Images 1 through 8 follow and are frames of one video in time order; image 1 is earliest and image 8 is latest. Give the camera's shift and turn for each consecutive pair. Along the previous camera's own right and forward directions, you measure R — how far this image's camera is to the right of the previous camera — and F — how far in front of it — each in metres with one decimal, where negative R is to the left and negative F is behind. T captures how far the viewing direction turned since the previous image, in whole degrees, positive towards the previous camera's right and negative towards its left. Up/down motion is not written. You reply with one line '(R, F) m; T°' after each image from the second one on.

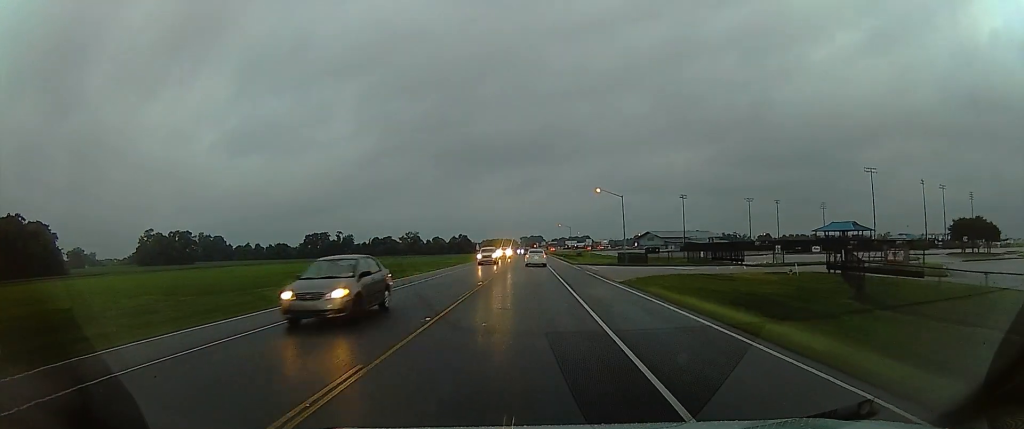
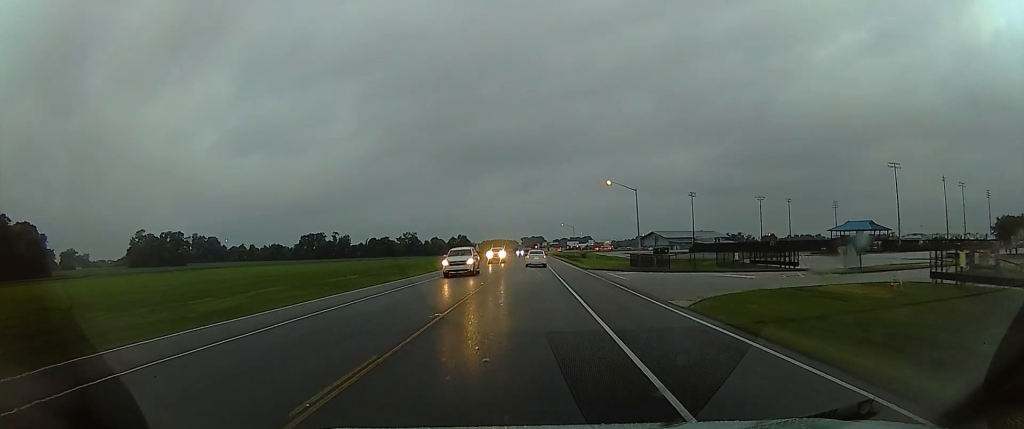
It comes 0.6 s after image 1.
(0.0, +11.4) m; 0°
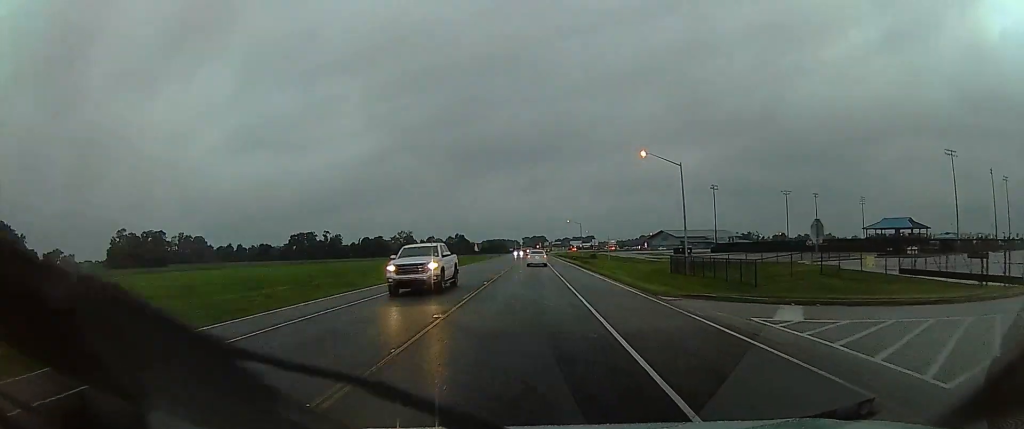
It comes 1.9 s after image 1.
(-0.3, +24.2) m; -1°
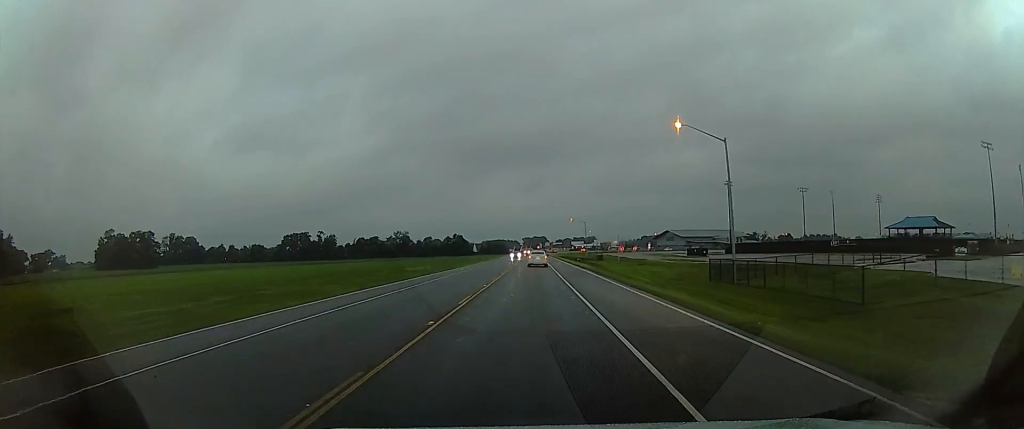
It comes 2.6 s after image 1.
(0.0, +13.4) m; 0°
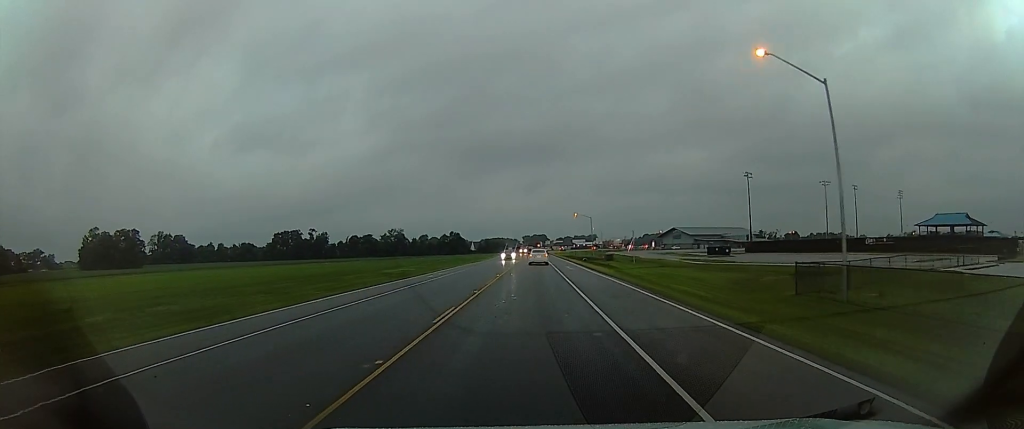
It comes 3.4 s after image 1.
(0.0, +16.5) m; +1°
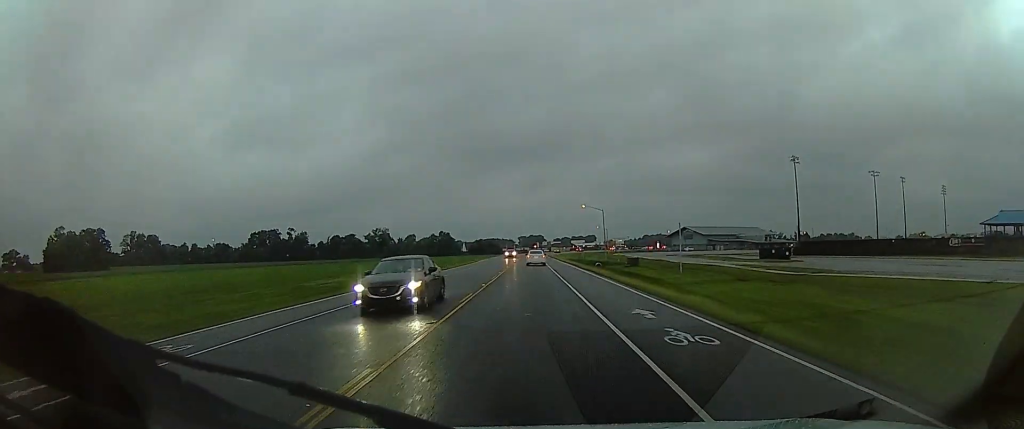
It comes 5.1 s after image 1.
(0.0, +31.5) m; -1°
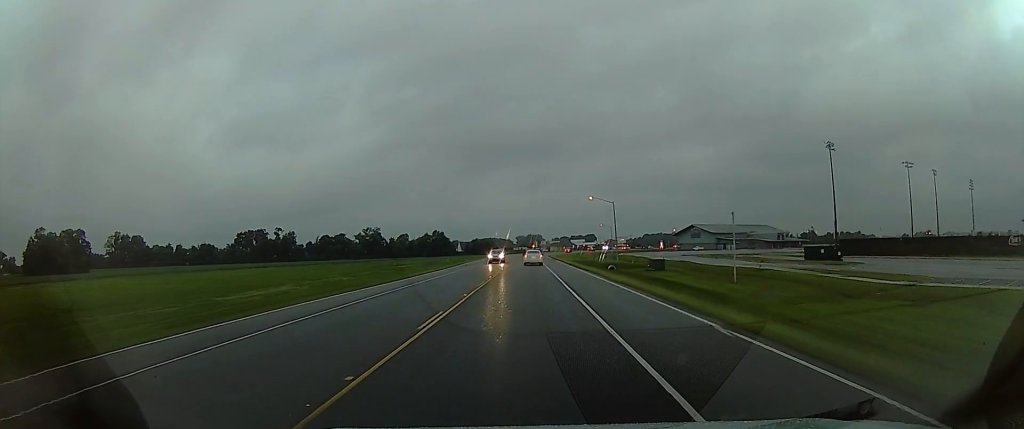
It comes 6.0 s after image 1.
(-0.1, +17.7) m; 0°
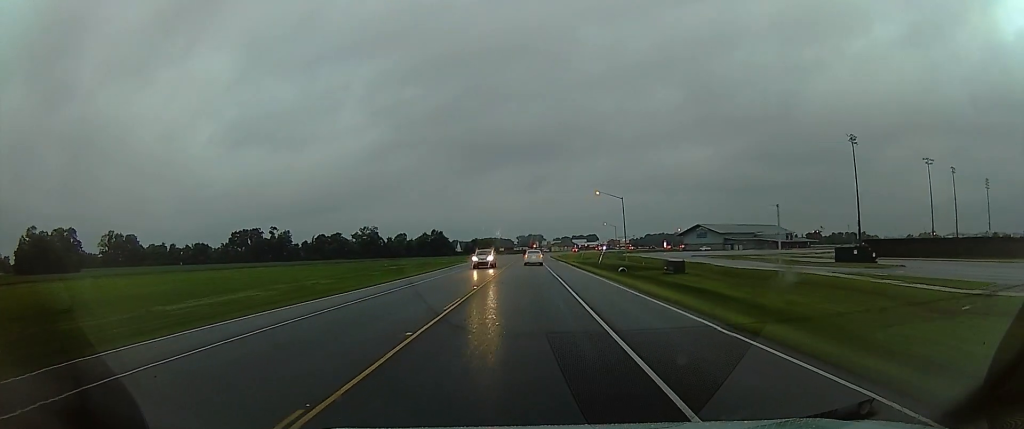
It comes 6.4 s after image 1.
(0.0, +8.6) m; 0°
